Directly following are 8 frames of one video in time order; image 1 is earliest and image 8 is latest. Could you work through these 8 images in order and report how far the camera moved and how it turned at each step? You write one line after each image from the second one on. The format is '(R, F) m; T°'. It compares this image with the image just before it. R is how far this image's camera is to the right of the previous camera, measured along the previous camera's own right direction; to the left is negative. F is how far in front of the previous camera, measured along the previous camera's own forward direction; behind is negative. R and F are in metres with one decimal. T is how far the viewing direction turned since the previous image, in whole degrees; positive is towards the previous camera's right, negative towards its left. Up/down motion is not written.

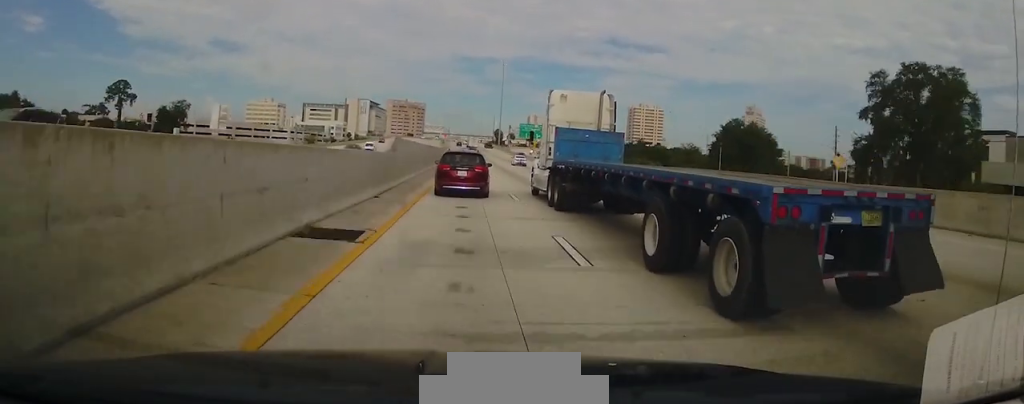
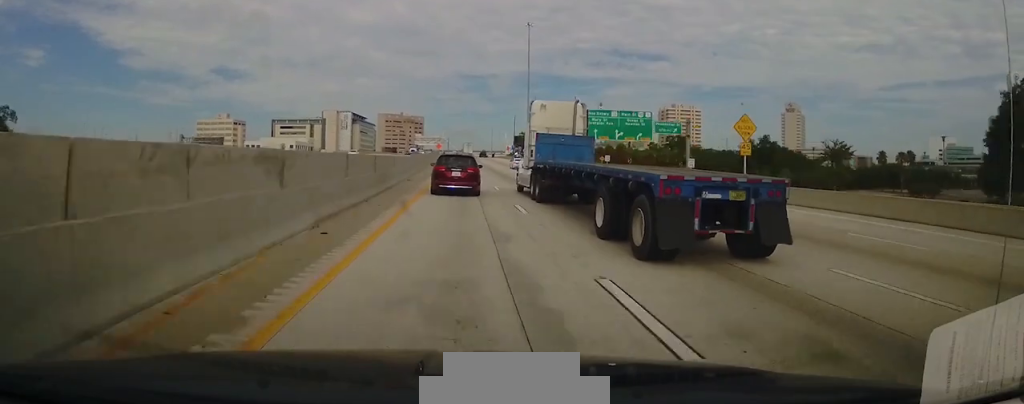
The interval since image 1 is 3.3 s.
(-0.8, +102.7) m; -1°
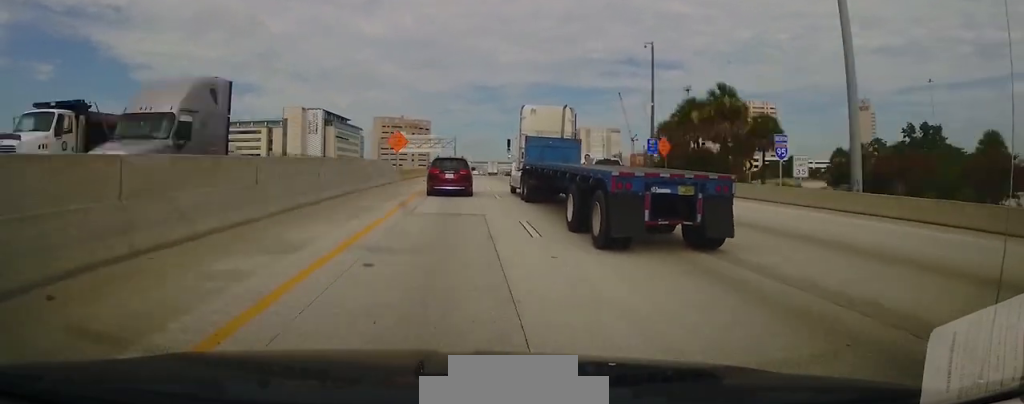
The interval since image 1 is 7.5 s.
(-0.9, +126.3) m; +1°
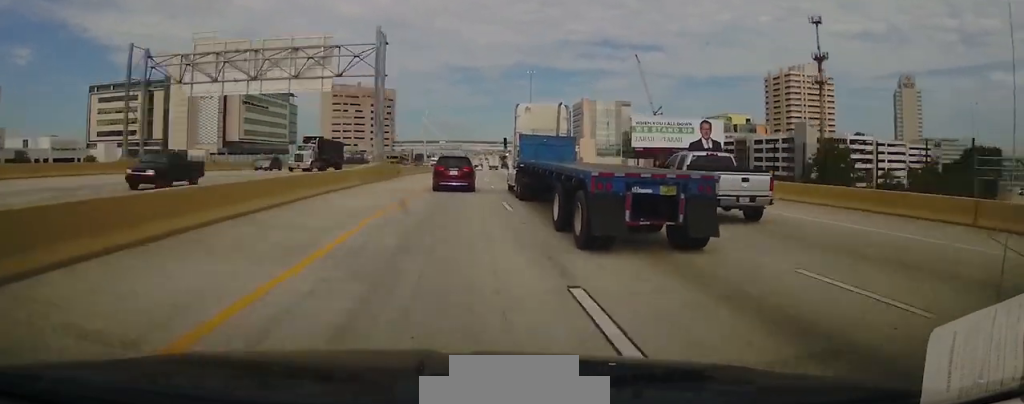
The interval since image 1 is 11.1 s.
(+2.1, +109.8) m; +2°
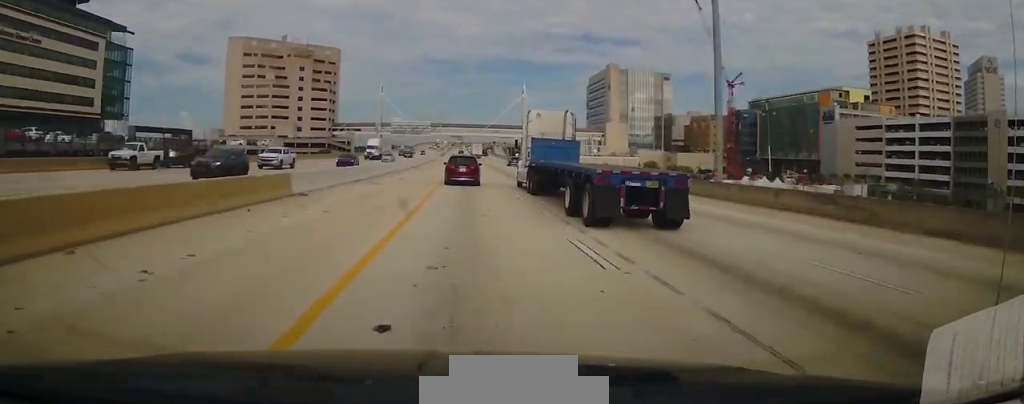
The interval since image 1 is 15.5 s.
(+3.1, +134.5) m; +1°
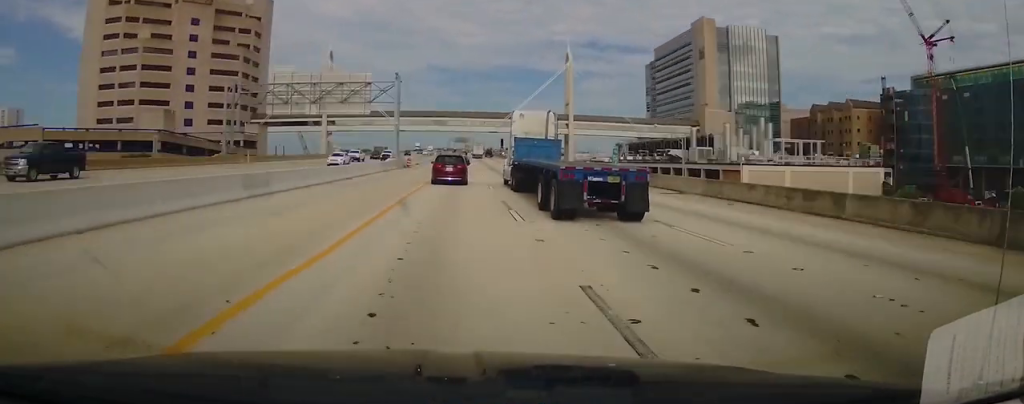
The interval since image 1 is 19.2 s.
(-0.5, +116.5) m; -1°
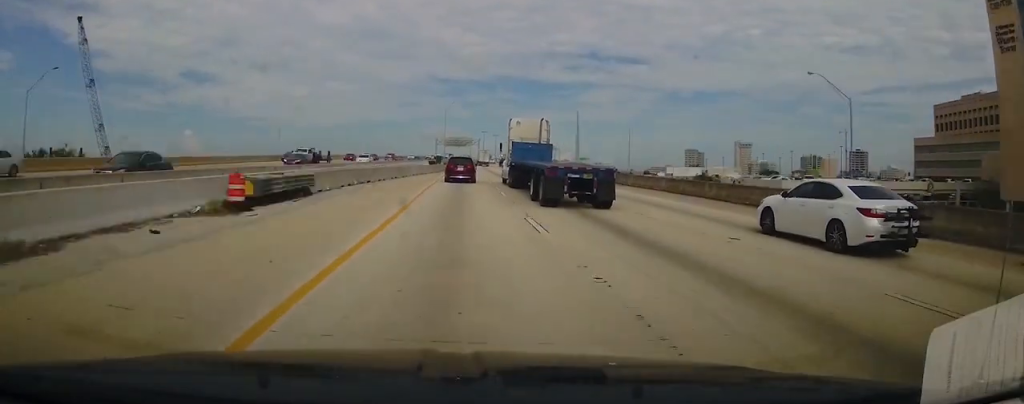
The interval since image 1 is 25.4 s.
(-1.1, +189.2) m; +1°
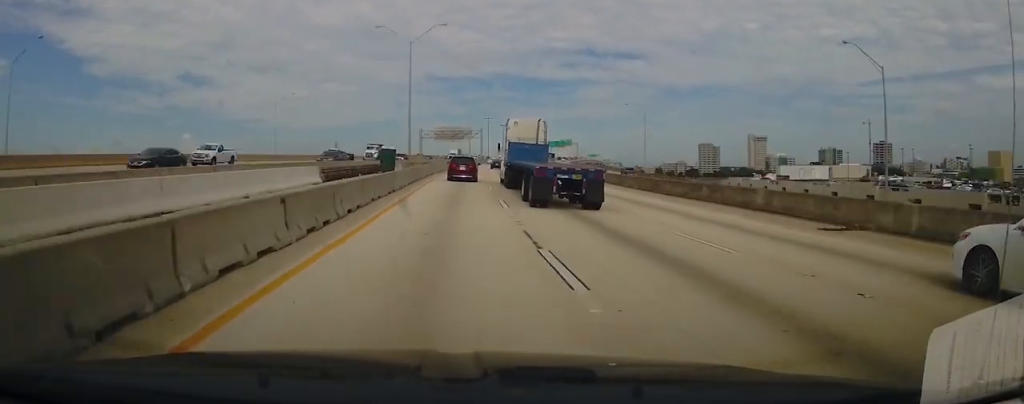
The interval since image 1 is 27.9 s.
(+0.5, +79.9) m; +2°
